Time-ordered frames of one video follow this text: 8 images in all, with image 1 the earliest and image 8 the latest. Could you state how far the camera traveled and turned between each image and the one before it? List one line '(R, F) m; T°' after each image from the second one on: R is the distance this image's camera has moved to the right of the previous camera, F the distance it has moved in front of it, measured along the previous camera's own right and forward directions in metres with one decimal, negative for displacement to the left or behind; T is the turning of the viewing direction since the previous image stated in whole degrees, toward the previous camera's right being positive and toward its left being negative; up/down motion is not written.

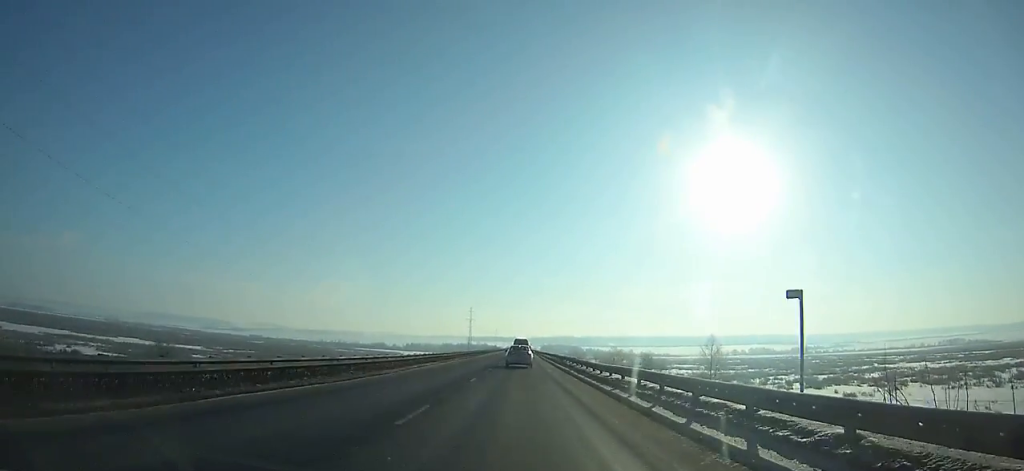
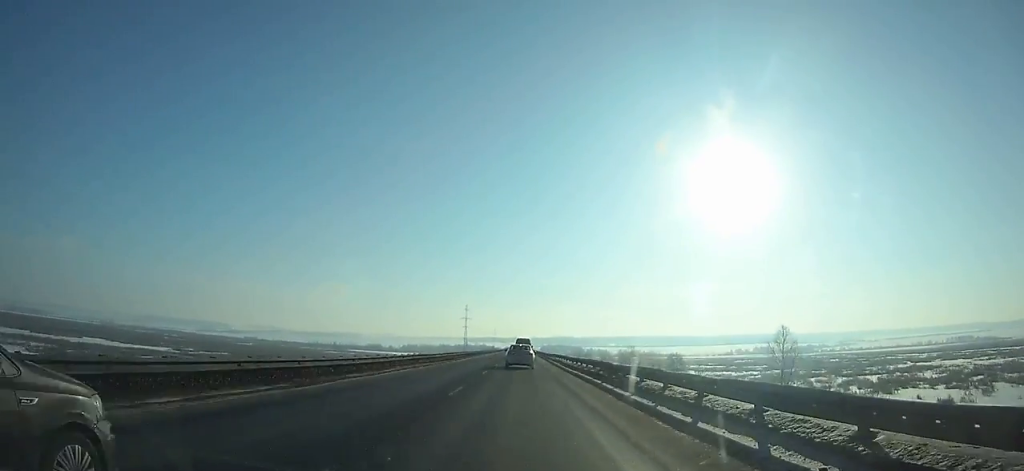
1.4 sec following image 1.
(-0.1, +30.0) m; 0°
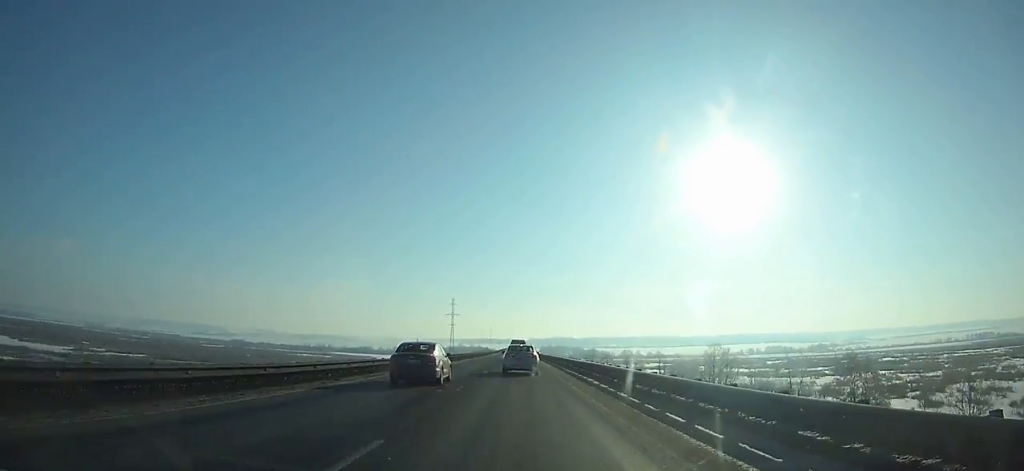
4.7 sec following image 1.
(+0.3, +69.9) m; 0°
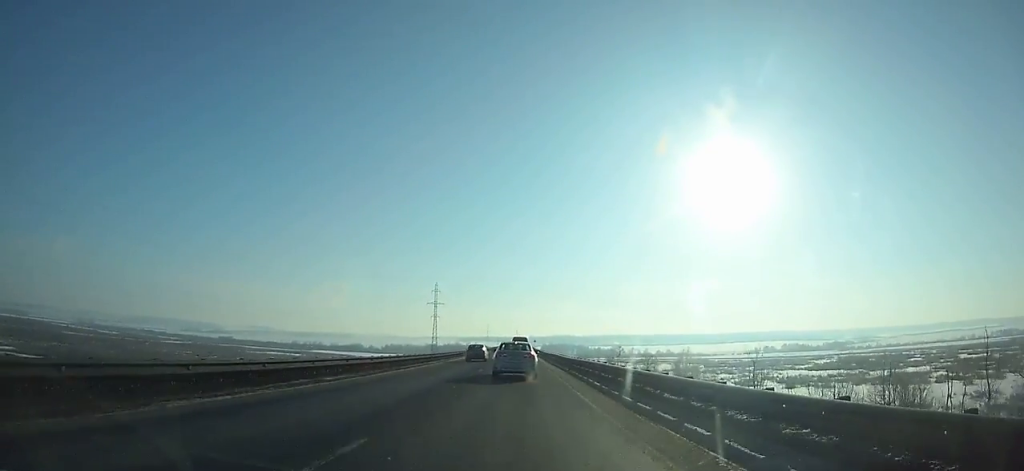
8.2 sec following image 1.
(-0.2, +71.5) m; 0°
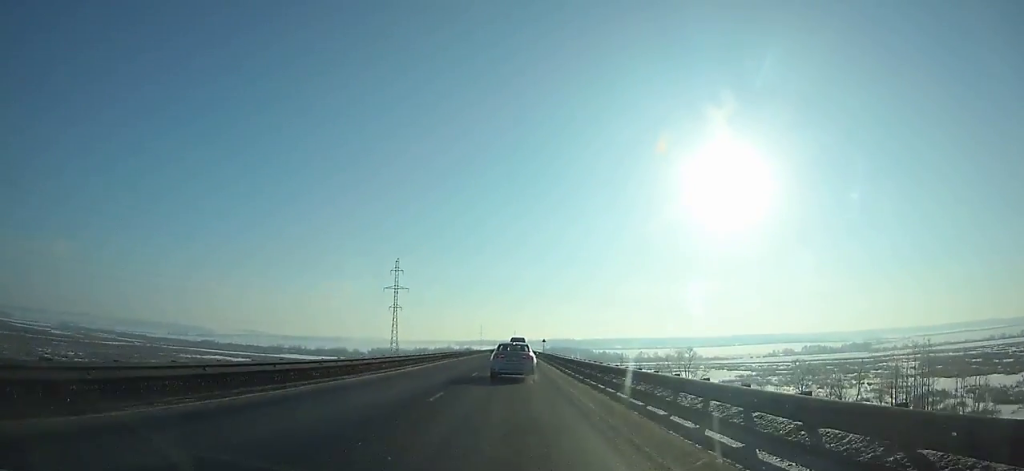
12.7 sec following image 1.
(-0.1, +87.6) m; 0°
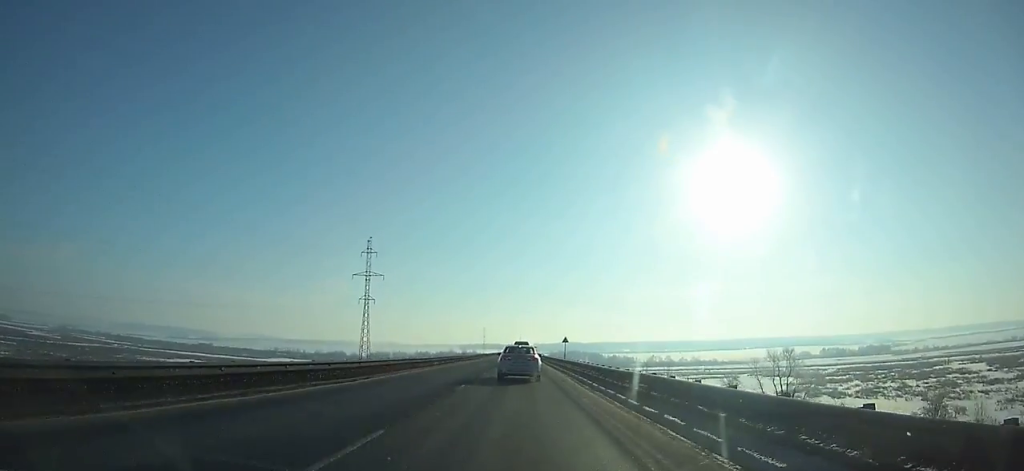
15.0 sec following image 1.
(-0.1, +43.6) m; 0°
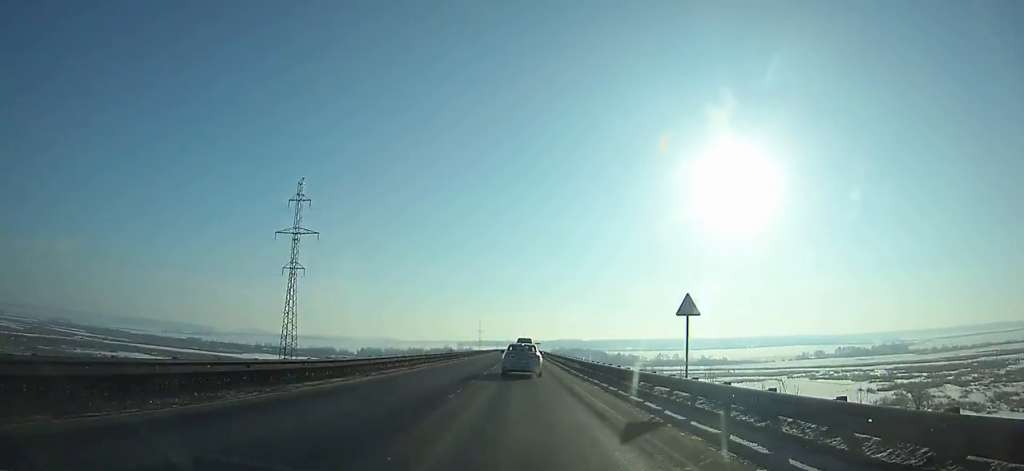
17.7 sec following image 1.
(-0.1, +50.7) m; 0°
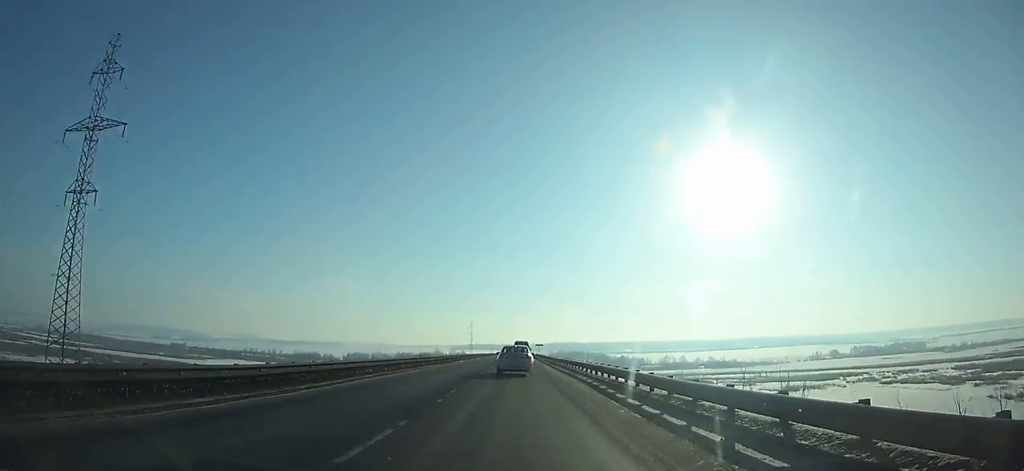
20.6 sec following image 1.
(+0.1, +54.4) m; 0°
